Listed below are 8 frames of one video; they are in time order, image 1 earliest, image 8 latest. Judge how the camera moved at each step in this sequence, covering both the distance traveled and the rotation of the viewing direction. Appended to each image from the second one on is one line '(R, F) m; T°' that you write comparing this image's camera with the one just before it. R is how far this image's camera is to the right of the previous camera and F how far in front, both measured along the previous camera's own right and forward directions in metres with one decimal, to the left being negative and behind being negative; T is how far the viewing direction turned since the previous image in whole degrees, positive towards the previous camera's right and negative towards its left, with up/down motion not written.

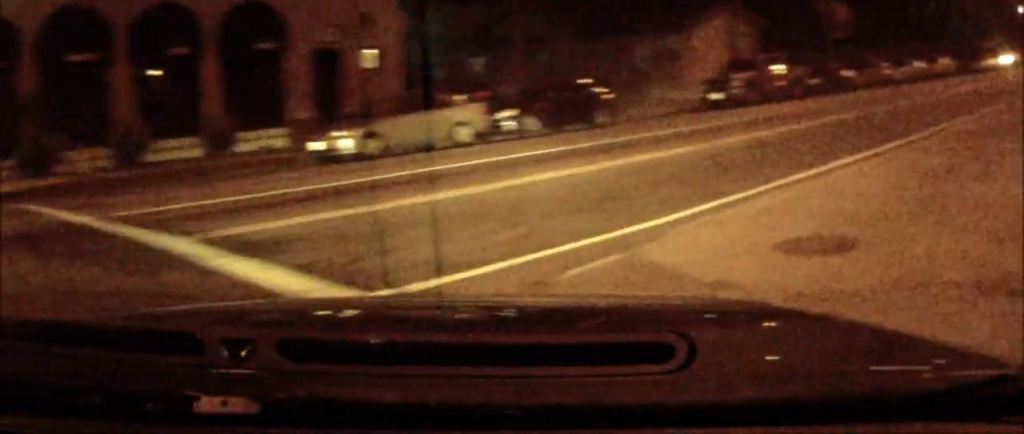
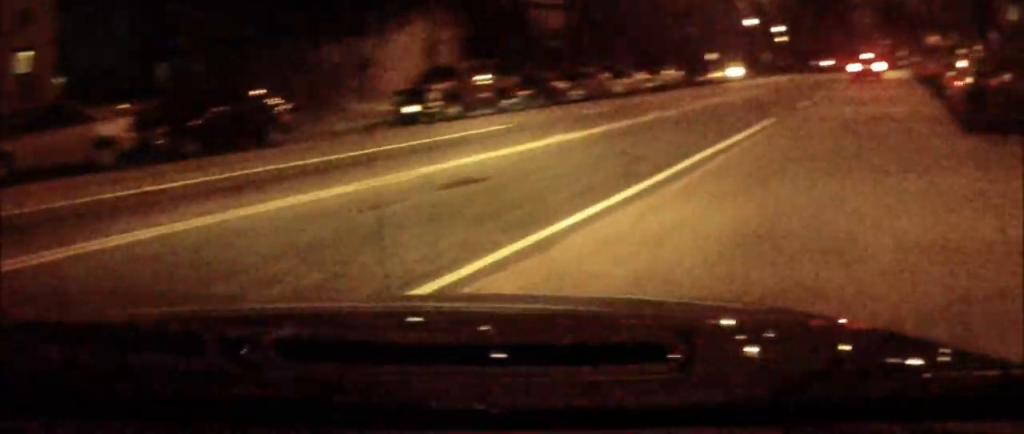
(+0.5, +4.1) m; +14°
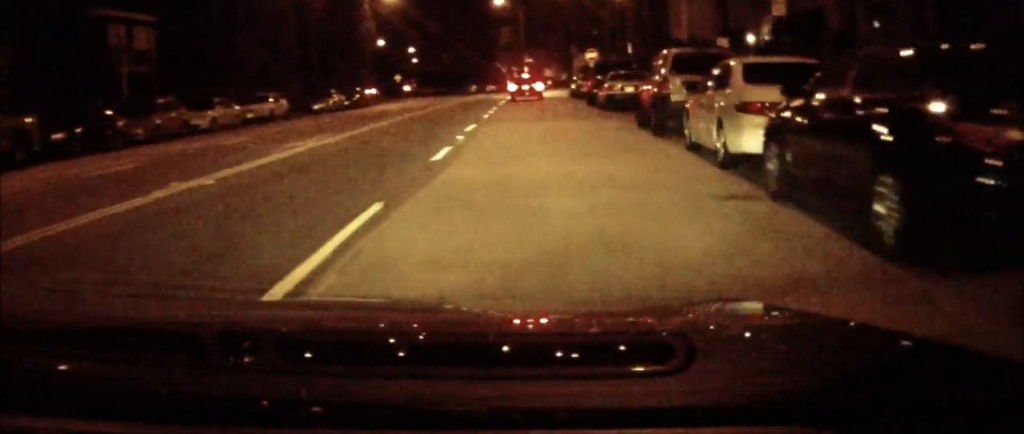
(+1.2, +11.0) m; +6°
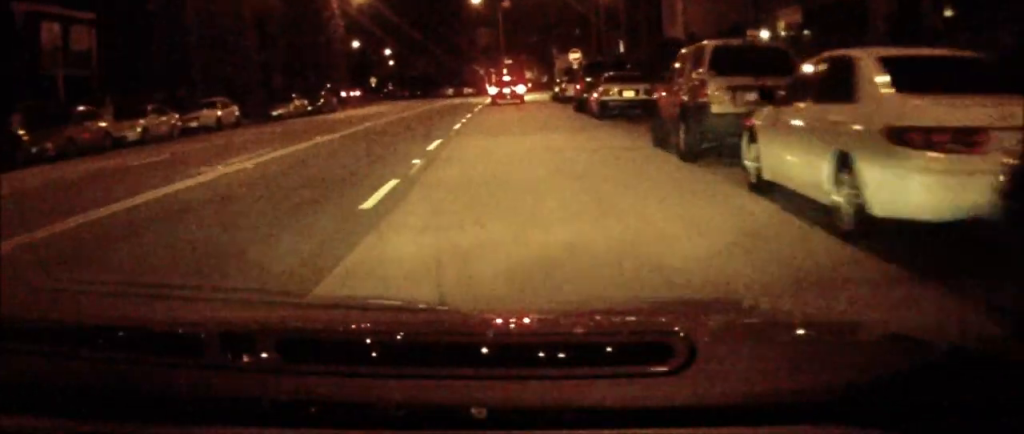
(0.0, +5.0) m; 0°
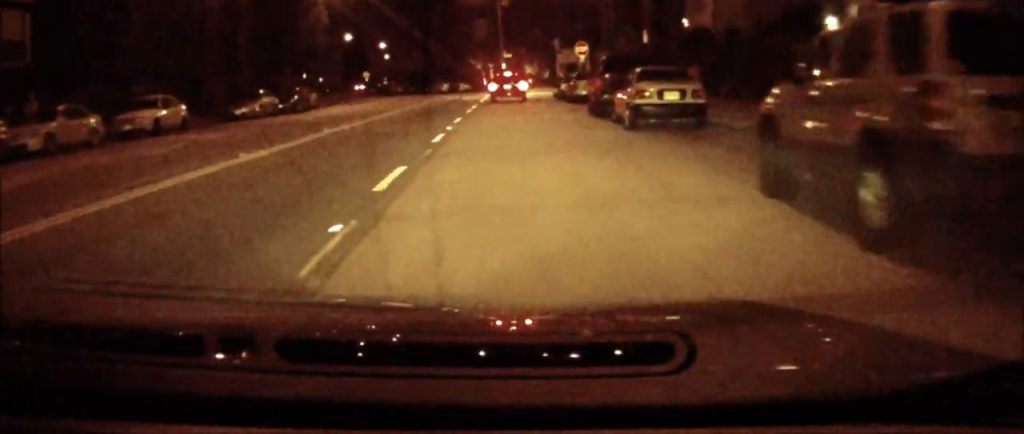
(0.0, +6.2) m; -1°
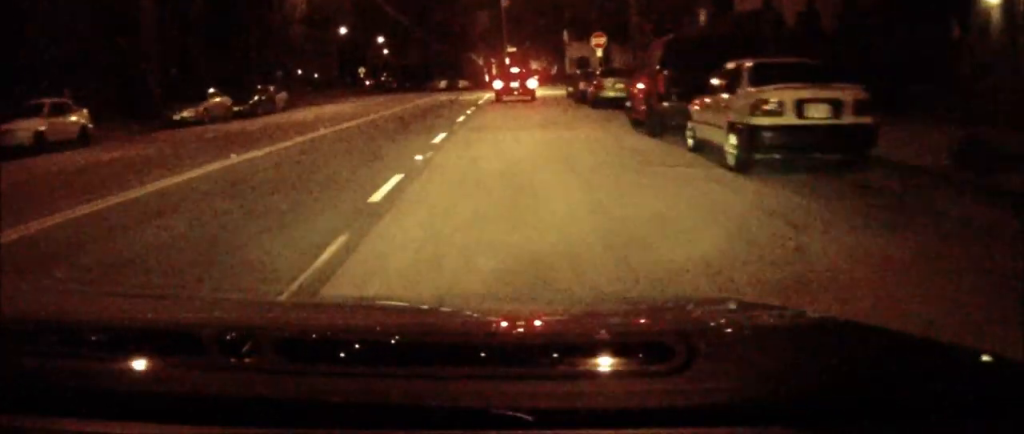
(-0.2, +7.8) m; -1°
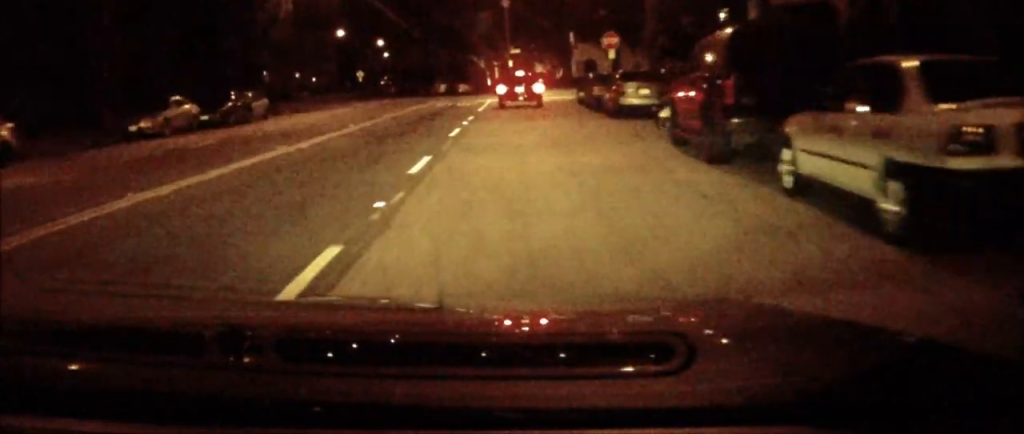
(0.0, +4.1) m; 0°
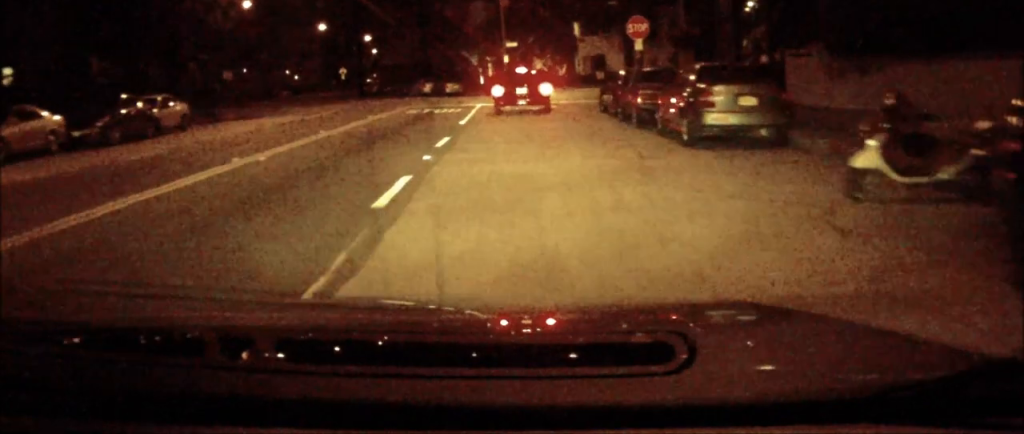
(+0.1, +9.5) m; +2°
